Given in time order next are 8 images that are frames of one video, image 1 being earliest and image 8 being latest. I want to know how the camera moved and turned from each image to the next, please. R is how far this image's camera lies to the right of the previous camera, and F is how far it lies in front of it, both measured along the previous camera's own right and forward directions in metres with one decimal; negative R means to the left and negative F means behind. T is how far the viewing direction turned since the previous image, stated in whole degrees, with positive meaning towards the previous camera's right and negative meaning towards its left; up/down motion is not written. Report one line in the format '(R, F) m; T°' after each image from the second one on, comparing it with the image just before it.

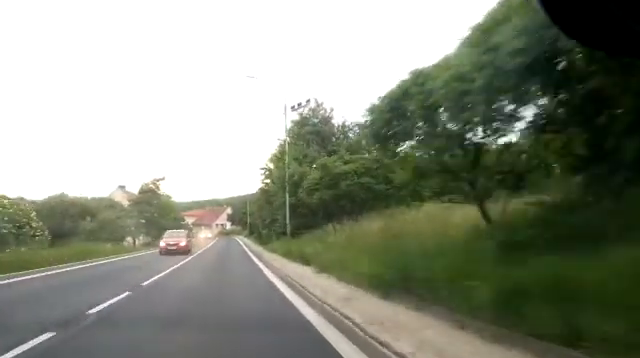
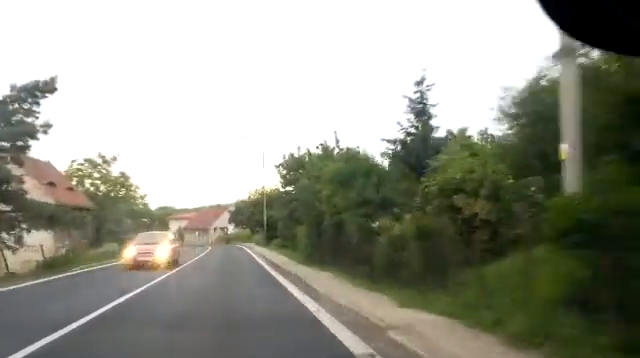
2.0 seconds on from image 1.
(-0.5, +34.8) m; -1°
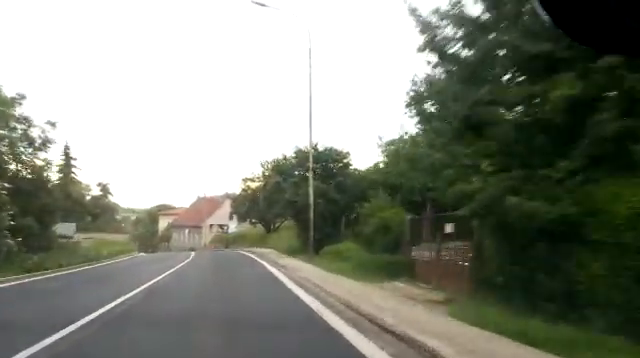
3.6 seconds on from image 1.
(+0.4, +25.4) m; 0°
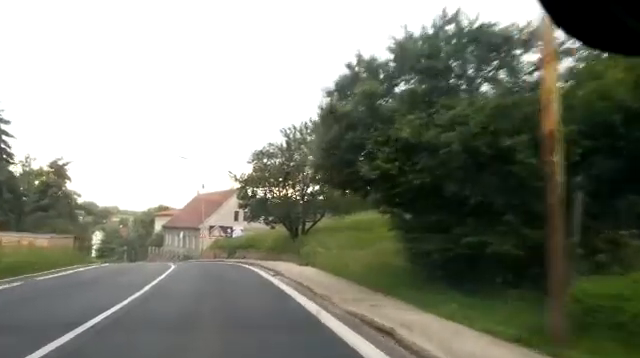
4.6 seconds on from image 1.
(-0.5, +14.6) m; -2°
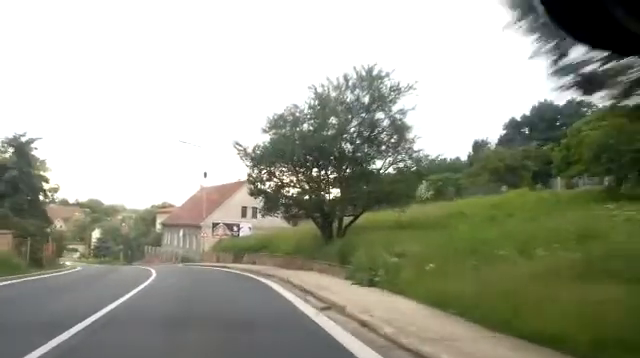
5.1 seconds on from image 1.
(0.0, +7.8) m; -1°
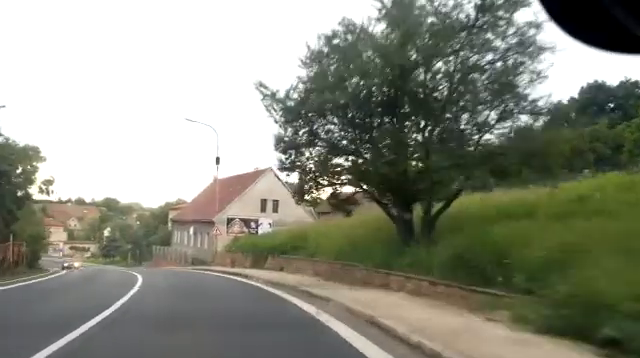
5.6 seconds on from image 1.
(+0.2, +7.2) m; -1°
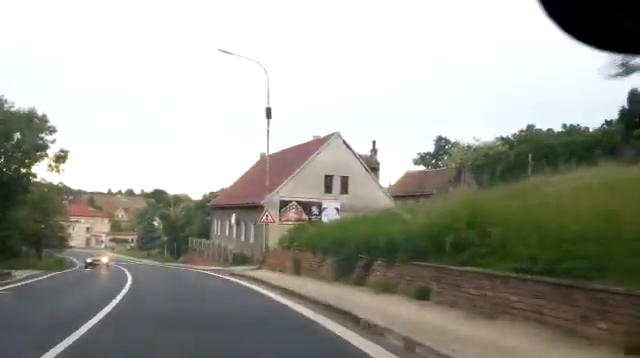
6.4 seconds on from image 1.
(-0.4, +11.6) m; -7°
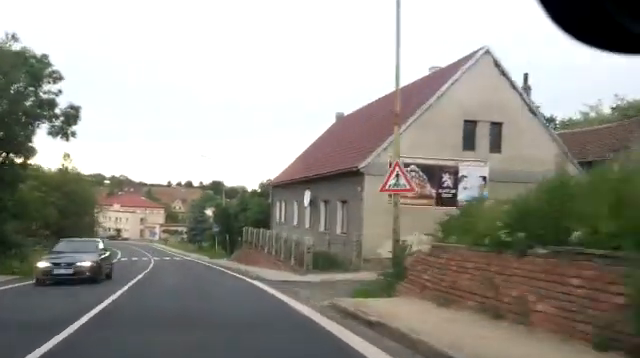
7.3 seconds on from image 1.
(-1.1, +12.6) m; -7°
